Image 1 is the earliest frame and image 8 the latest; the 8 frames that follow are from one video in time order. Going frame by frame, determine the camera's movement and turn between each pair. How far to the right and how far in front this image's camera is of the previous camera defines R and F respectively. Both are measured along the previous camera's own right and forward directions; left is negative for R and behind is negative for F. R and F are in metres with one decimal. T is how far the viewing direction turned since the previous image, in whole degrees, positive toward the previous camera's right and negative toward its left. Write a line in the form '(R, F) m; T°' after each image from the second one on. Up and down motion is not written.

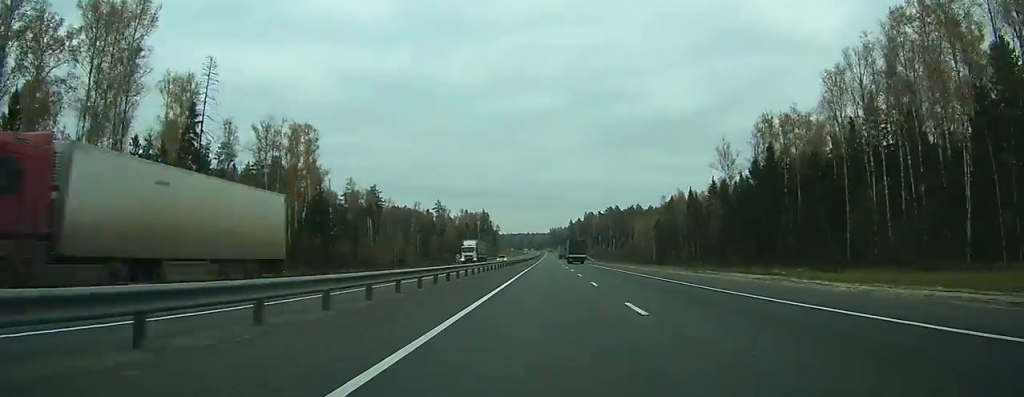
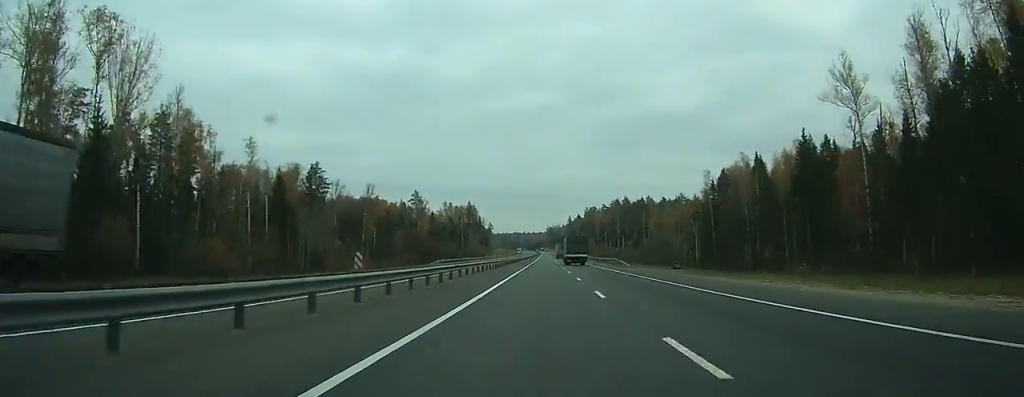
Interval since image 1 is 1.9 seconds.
(+0.1, +55.4) m; 0°
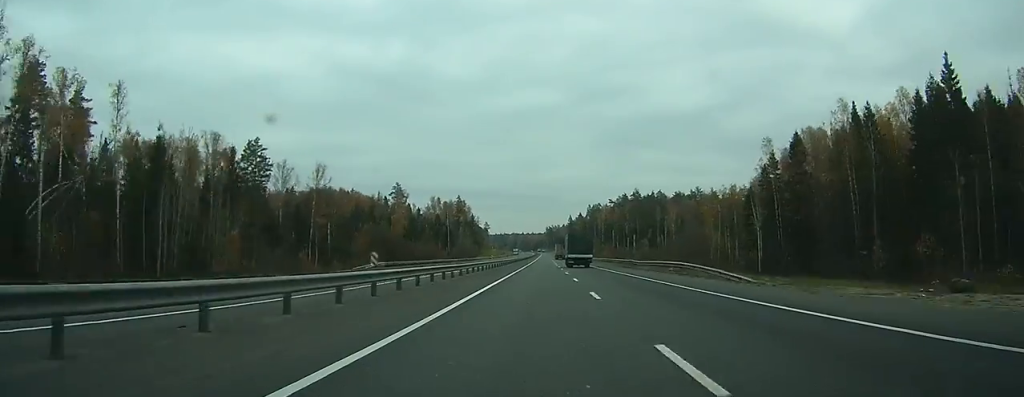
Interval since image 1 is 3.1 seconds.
(+0.1, +39.3) m; 0°
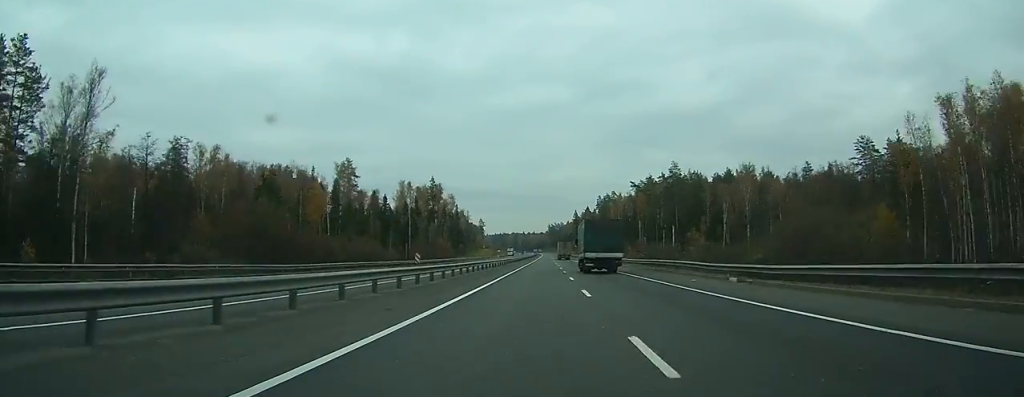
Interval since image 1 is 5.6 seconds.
(+0.3, +77.3) m; 0°
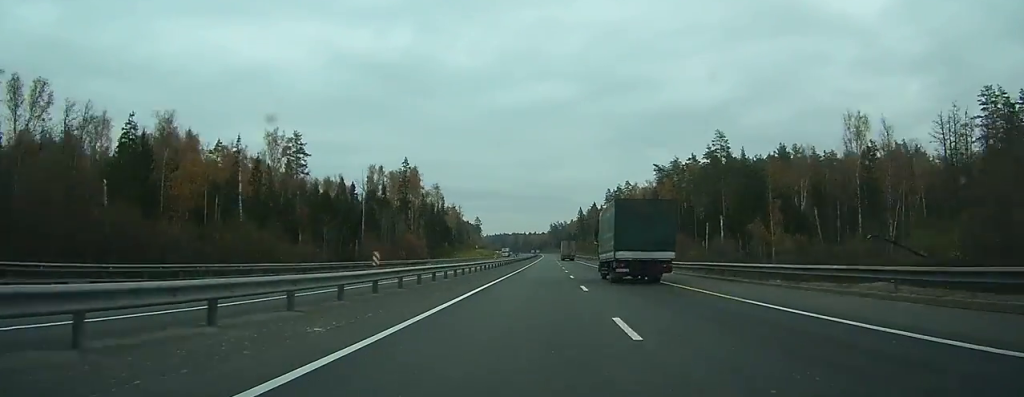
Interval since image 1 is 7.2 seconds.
(-0.1, +46.2) m; 0°
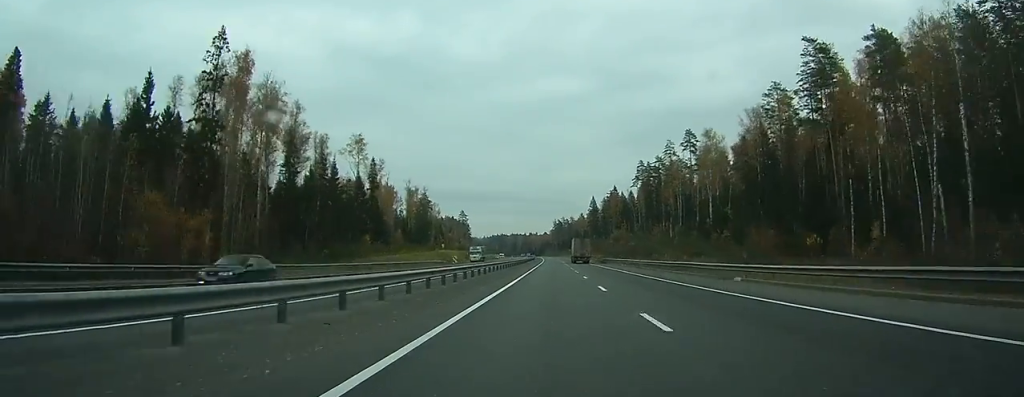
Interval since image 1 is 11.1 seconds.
(-0.2, +105.3) m; 0°
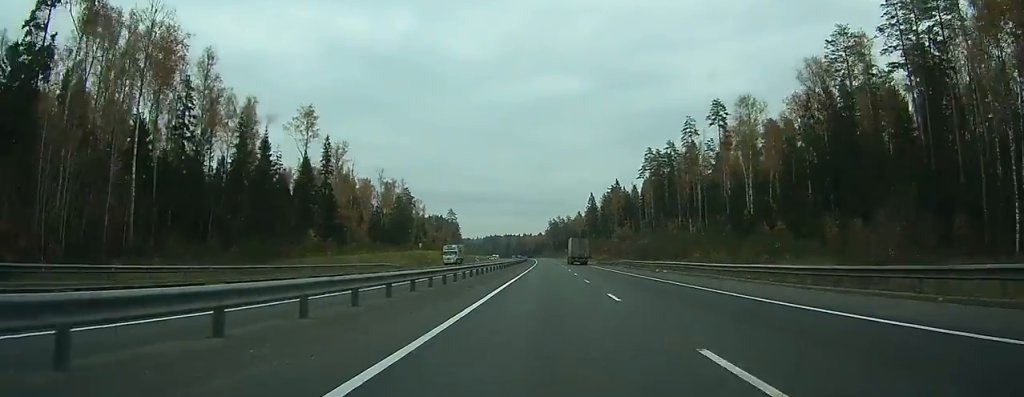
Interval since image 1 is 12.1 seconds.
(0.0, +30.8) m; 0°
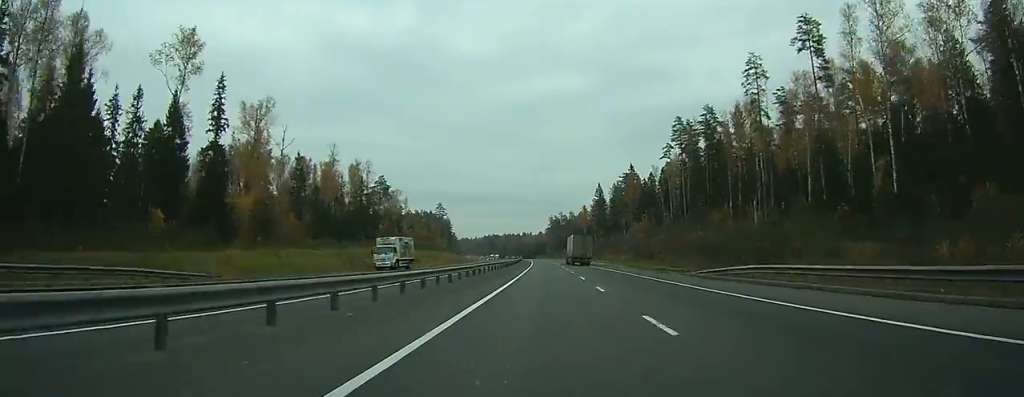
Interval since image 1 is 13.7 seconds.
(0.0, +46.9) m; 0°
